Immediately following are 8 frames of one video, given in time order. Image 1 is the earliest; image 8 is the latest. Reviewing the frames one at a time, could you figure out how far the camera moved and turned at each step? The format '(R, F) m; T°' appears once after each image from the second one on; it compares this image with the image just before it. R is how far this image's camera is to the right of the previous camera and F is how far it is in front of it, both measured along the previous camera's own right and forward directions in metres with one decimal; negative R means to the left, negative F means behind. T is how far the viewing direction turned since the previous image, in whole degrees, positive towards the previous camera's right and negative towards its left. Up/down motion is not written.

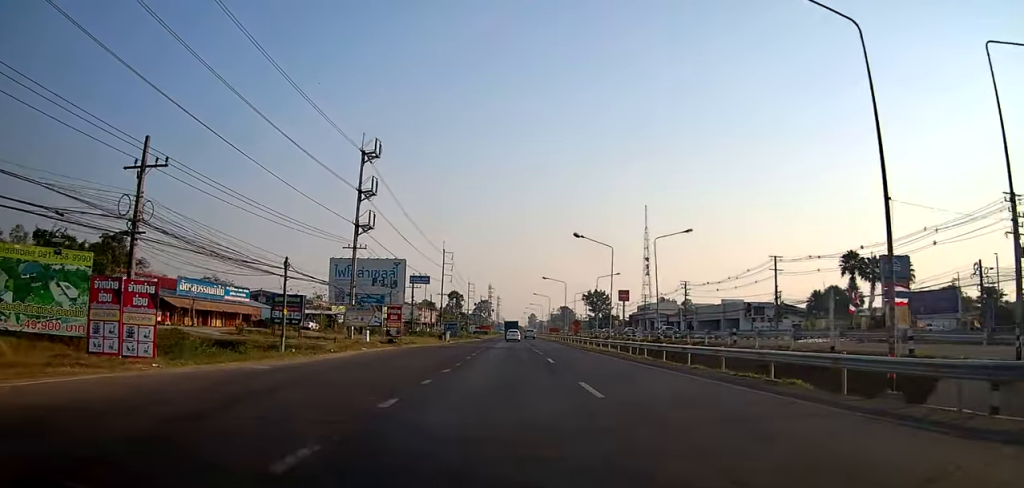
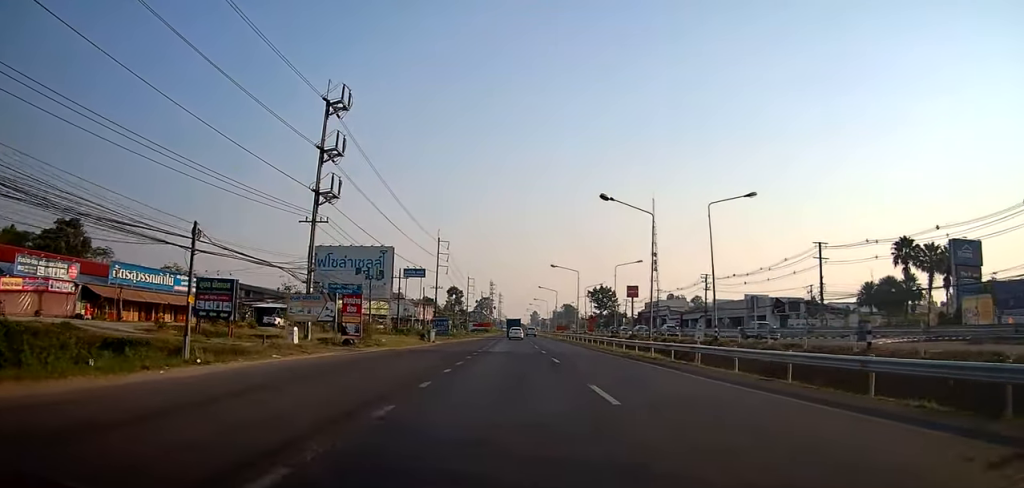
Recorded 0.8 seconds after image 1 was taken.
(0.0, +13.1) m; 0°
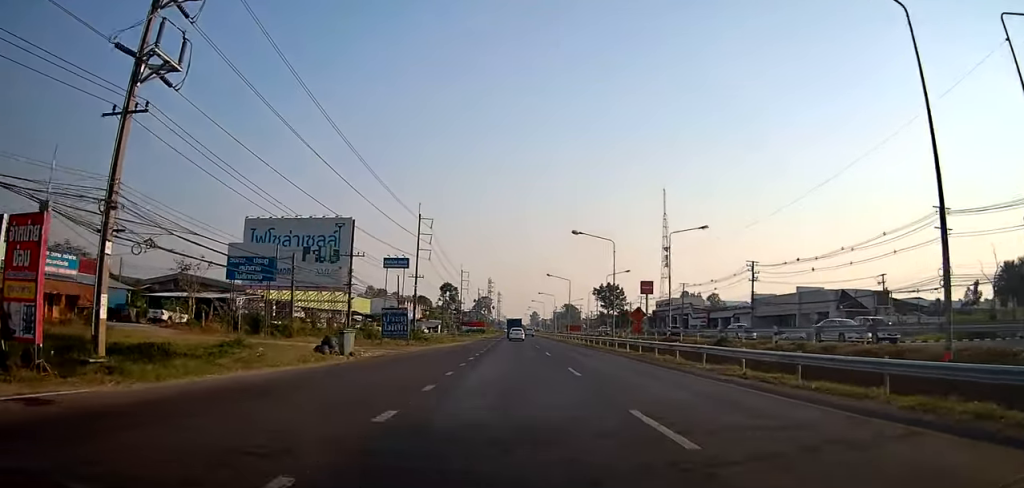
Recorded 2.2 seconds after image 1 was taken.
(+0.1, +24.5) m; 0°
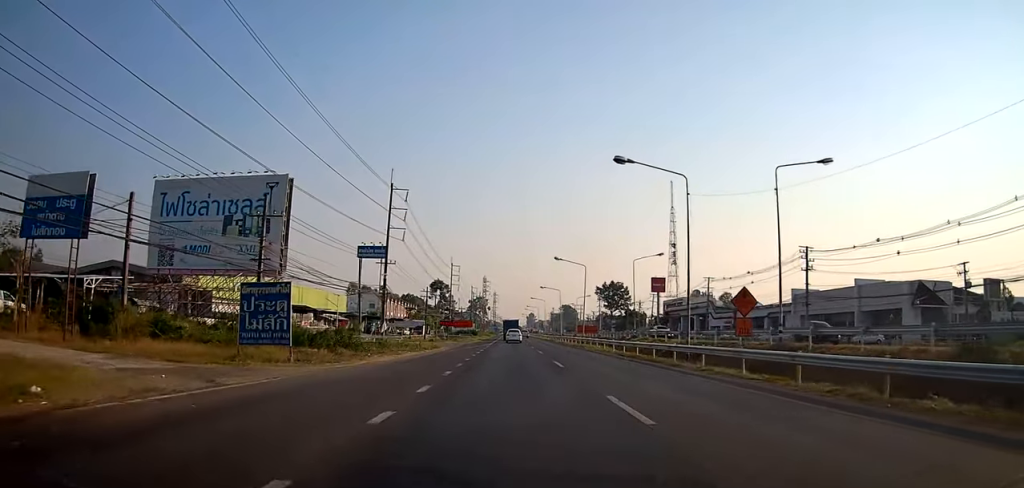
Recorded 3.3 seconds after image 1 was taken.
(+0.1, +20.2) m; 0°
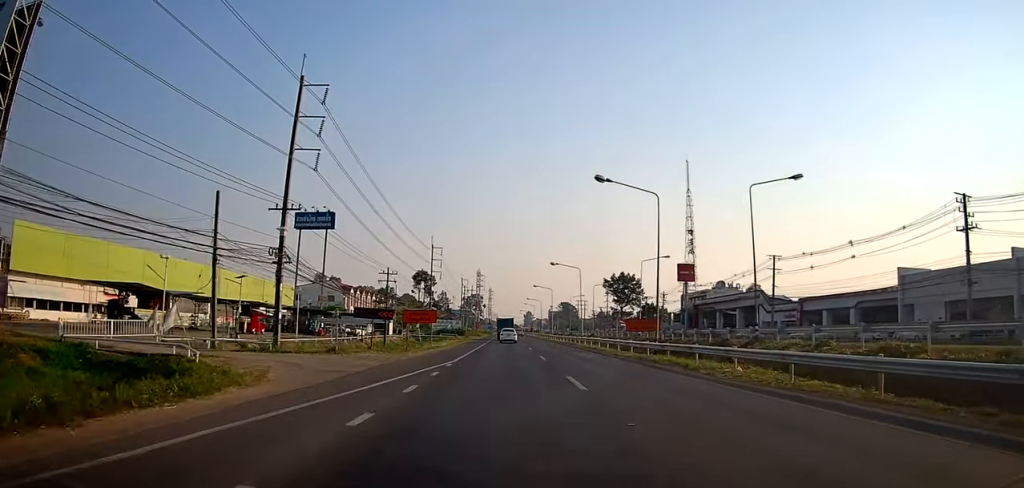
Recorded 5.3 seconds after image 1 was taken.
(-0.1, +32.4) m; -2°
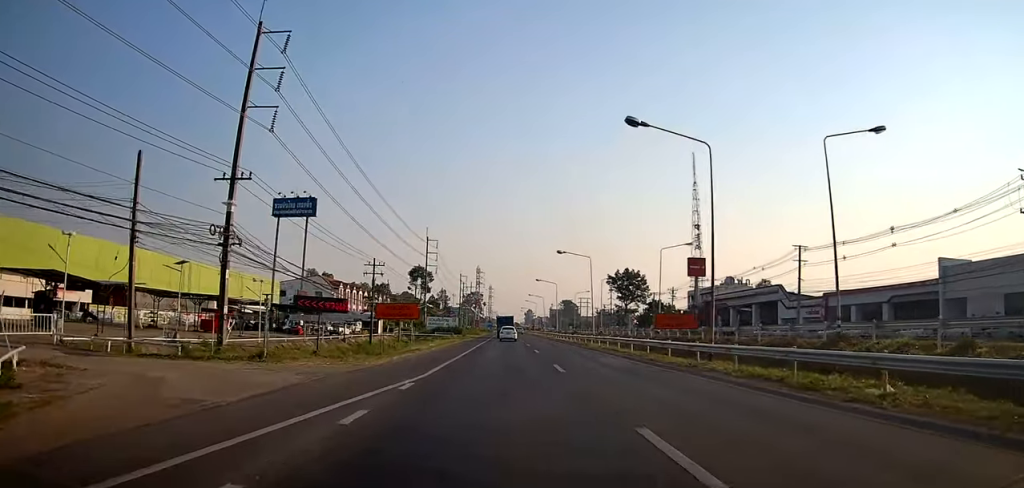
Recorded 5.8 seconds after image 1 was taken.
(-0.3, +8.2) m; 0°
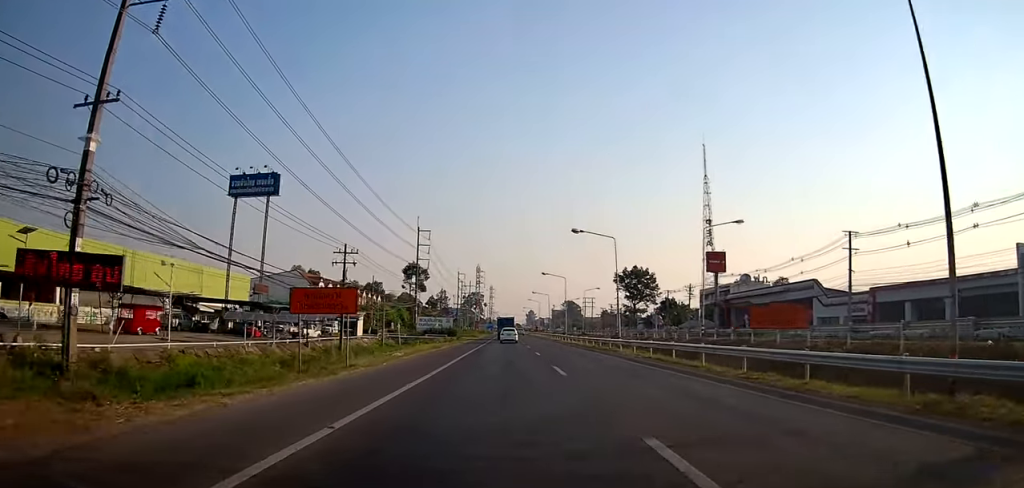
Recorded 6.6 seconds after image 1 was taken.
(+0.1, +12.7) m; +2°
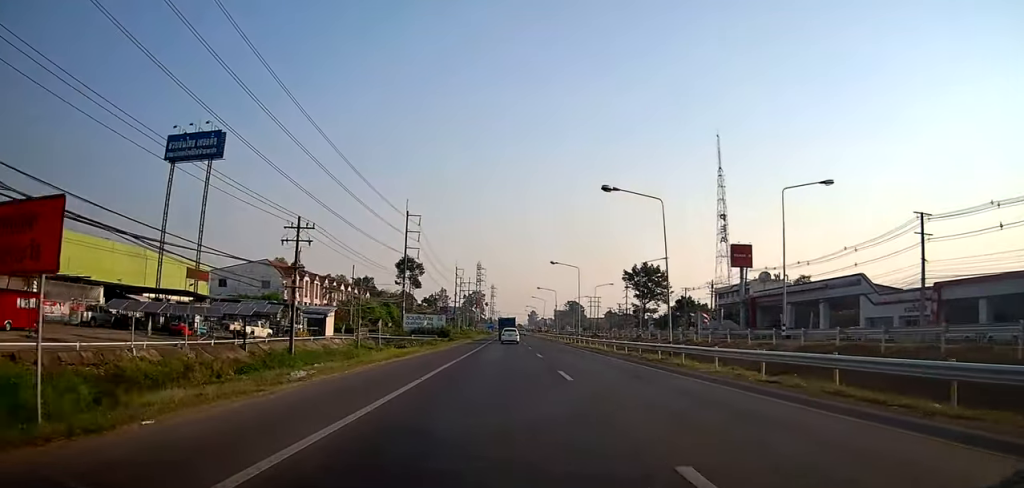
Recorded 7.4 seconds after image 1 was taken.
(+0.3, +13.4) m; +1°
